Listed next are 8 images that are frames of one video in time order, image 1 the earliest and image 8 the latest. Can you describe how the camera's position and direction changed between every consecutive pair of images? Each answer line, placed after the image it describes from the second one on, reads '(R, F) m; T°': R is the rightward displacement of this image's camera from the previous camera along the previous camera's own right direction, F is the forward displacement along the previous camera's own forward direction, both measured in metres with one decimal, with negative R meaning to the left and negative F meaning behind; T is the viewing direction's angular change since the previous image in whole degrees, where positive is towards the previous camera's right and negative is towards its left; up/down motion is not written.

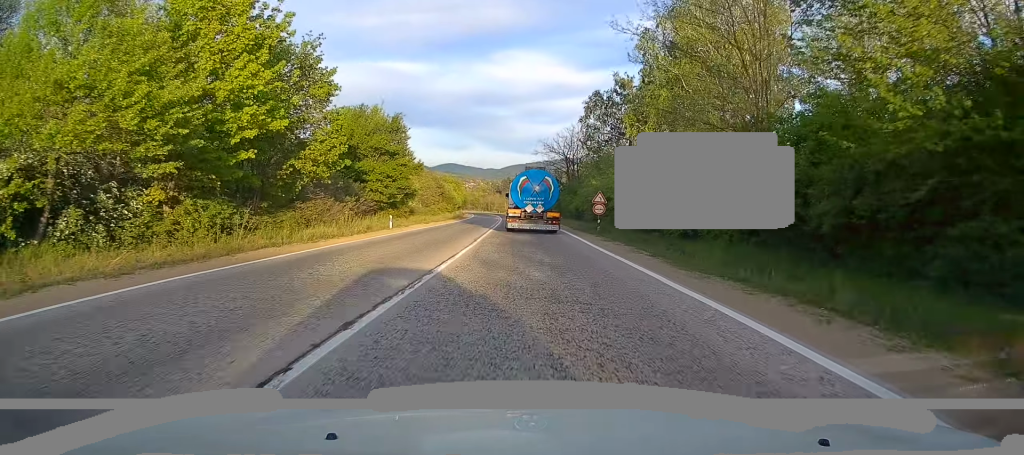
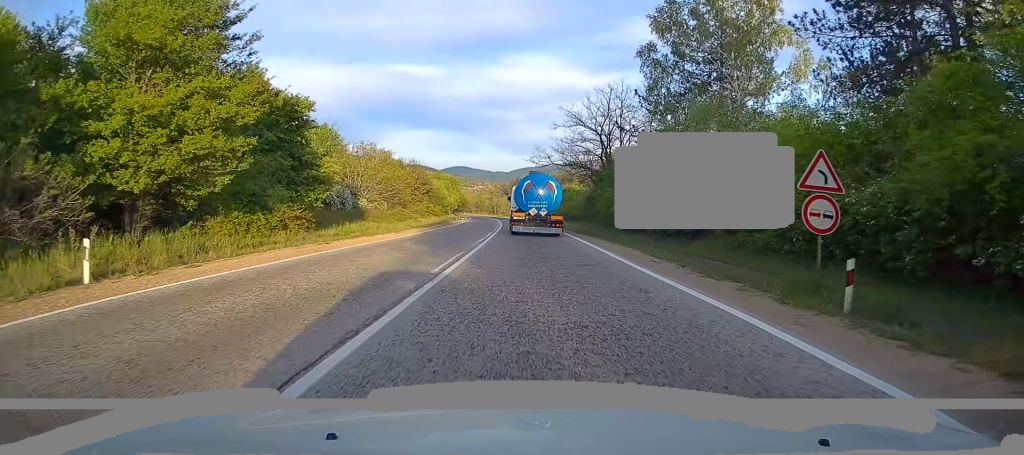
(-0.4, +27.1) m; 0°
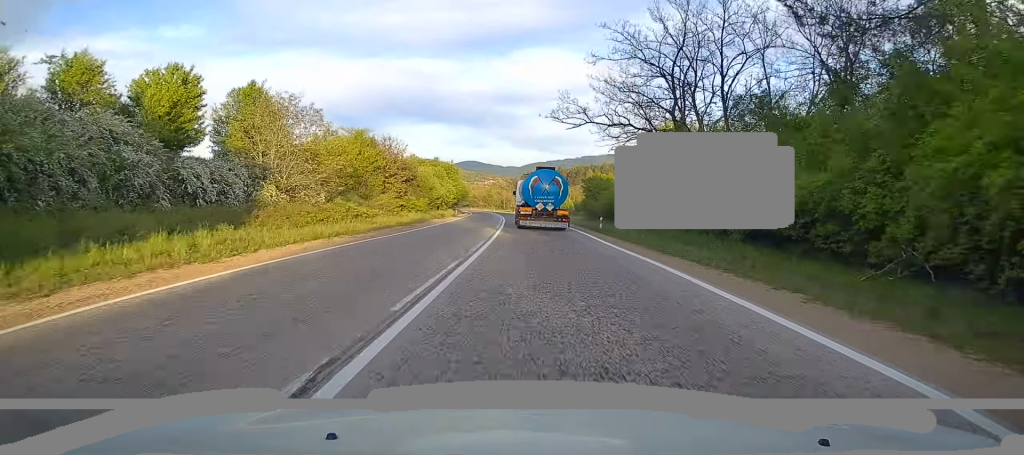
(+0.2, +22.2) m; 0°
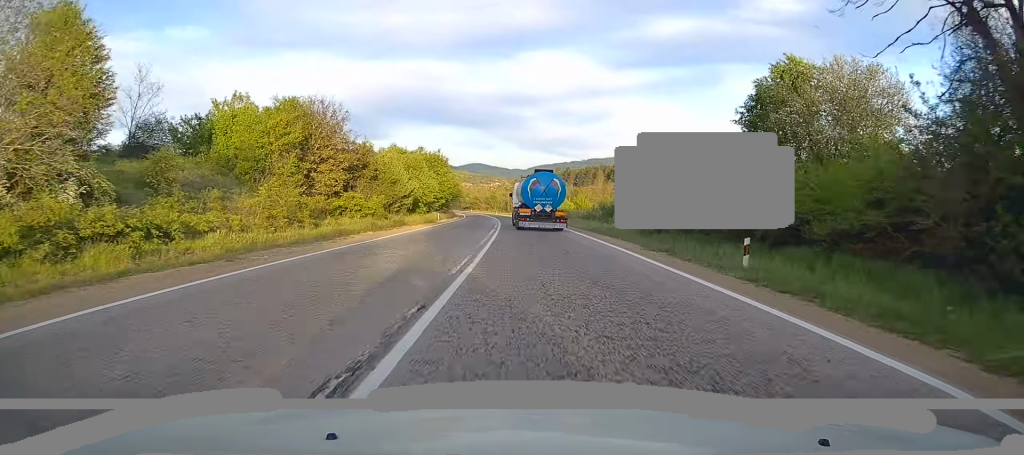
(-0.3, +23.7) m; -2°
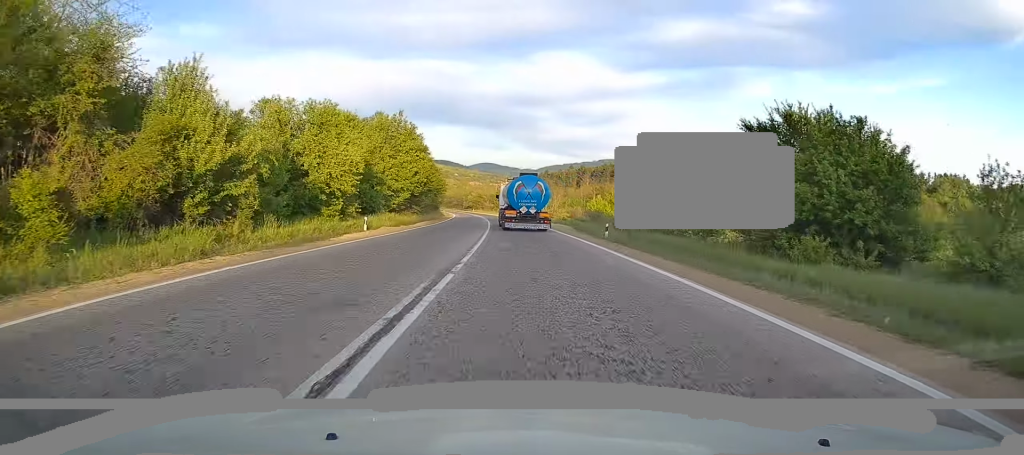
(-0.4, +33.1) m; -1°
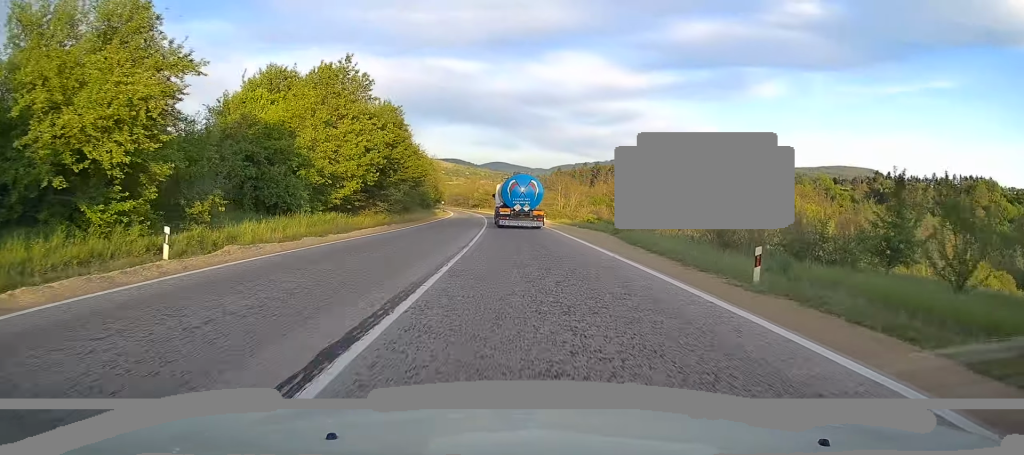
(+0.3, +19.1) m; 0°
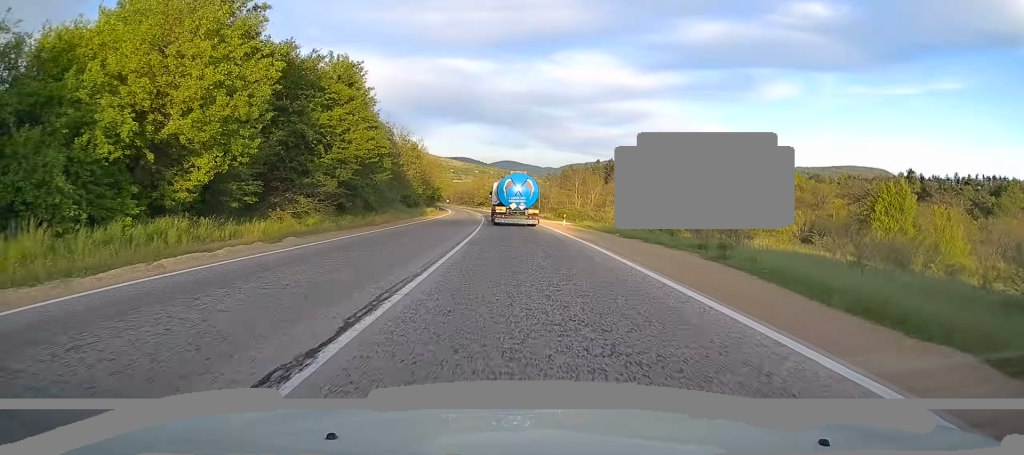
(-0.3, +16.9) m; -2°
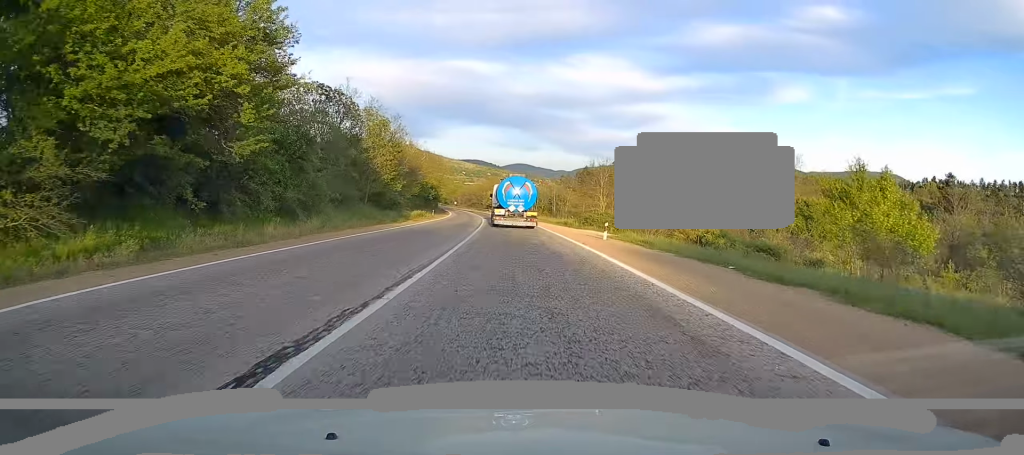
(-0.3, +16.9) m; -1°
